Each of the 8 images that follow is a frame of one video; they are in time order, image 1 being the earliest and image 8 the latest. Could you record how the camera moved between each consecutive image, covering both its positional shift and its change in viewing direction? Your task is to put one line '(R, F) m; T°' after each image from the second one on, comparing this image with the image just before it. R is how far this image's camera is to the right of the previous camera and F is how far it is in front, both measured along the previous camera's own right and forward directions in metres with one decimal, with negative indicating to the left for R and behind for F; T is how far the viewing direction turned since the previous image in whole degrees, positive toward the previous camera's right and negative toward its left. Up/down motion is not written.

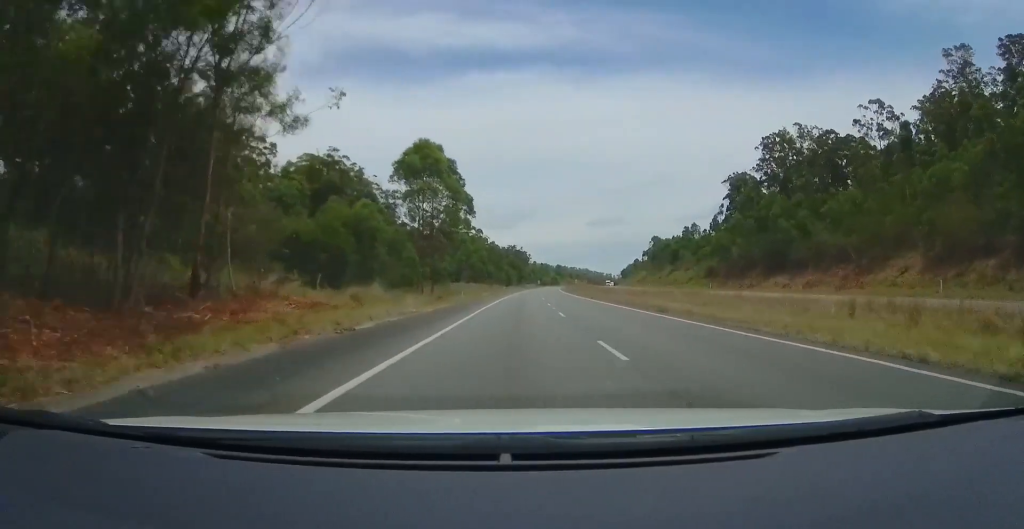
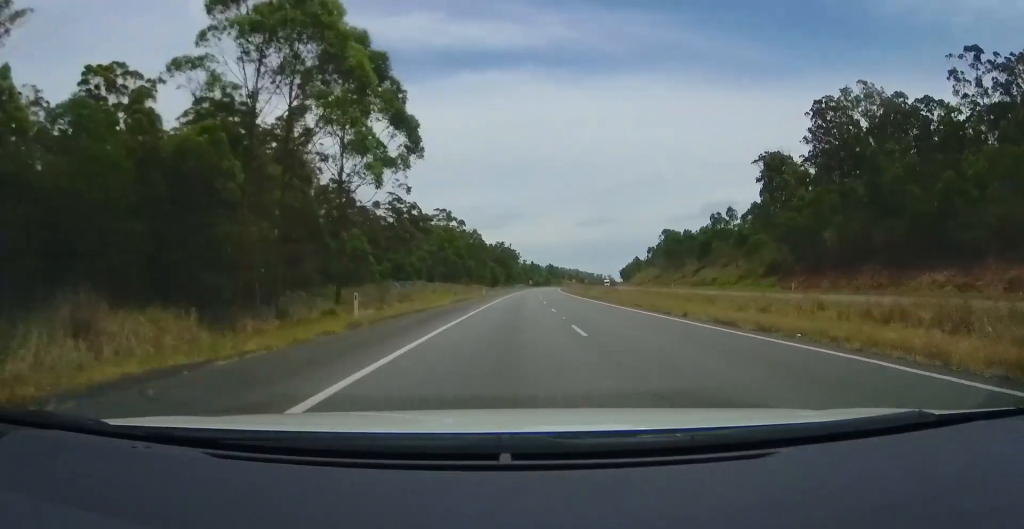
(+0.4, +31.7) m; +1°
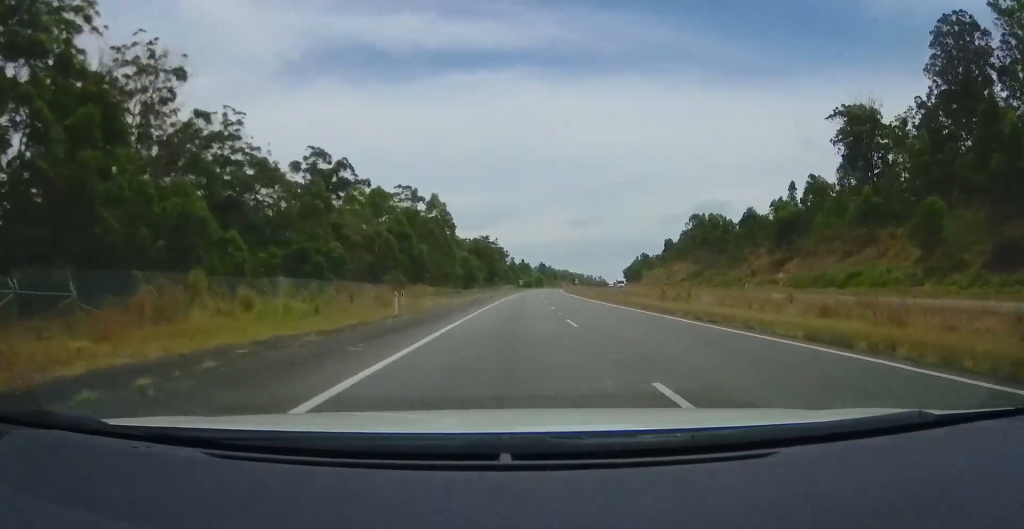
(+0.3, +46.0) m; +1°
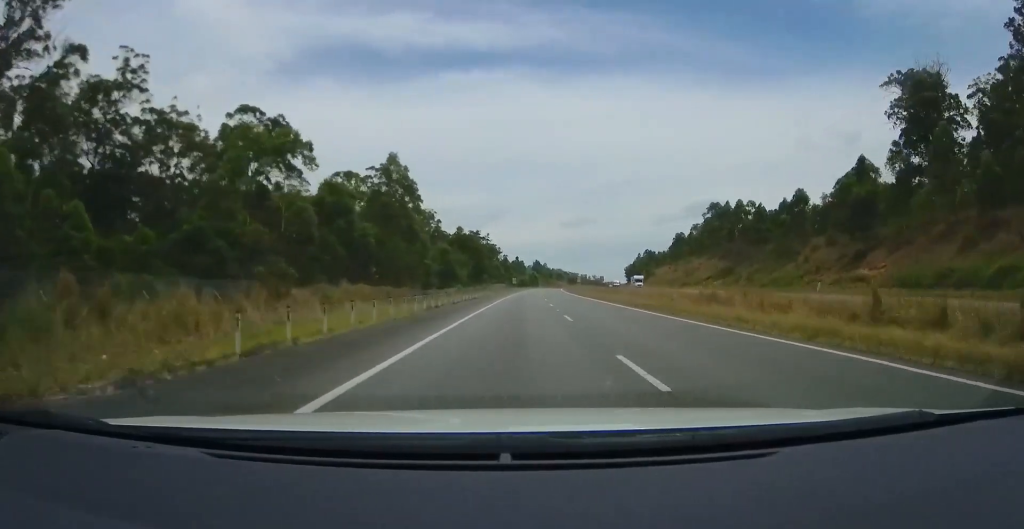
(+0.3, +21.3) m; +1°
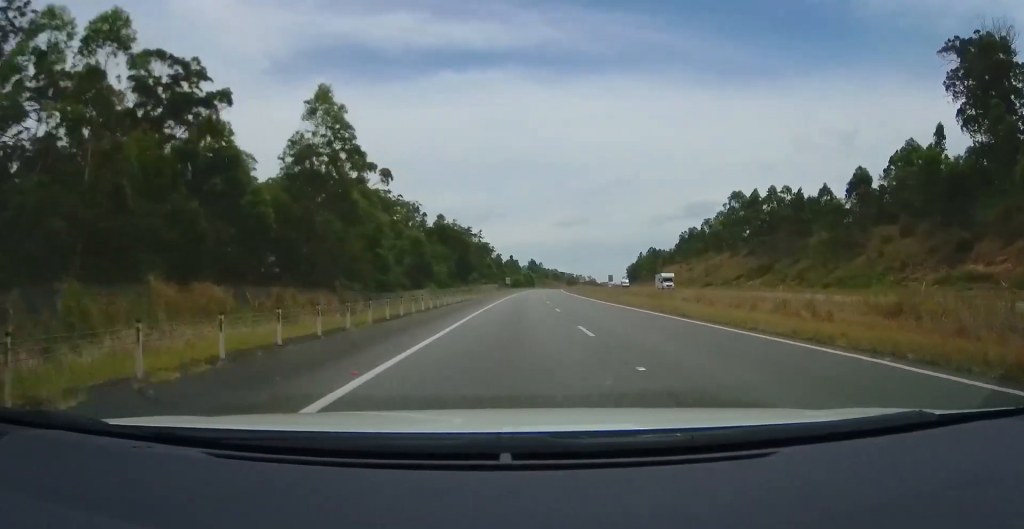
(+0.1, +17.8) m; +1°
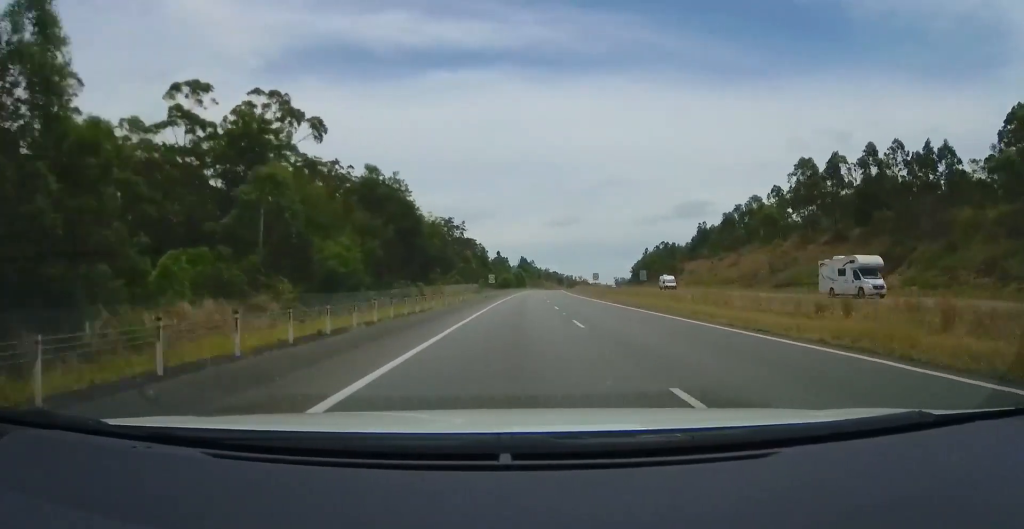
(+0.3, +33.4) m; +1°
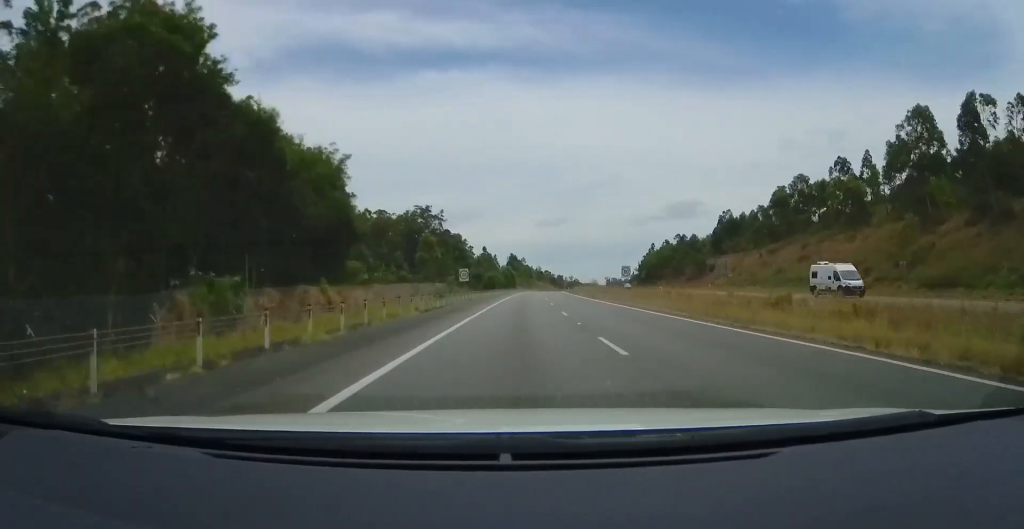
(+0.2, +31.1) m; 0°
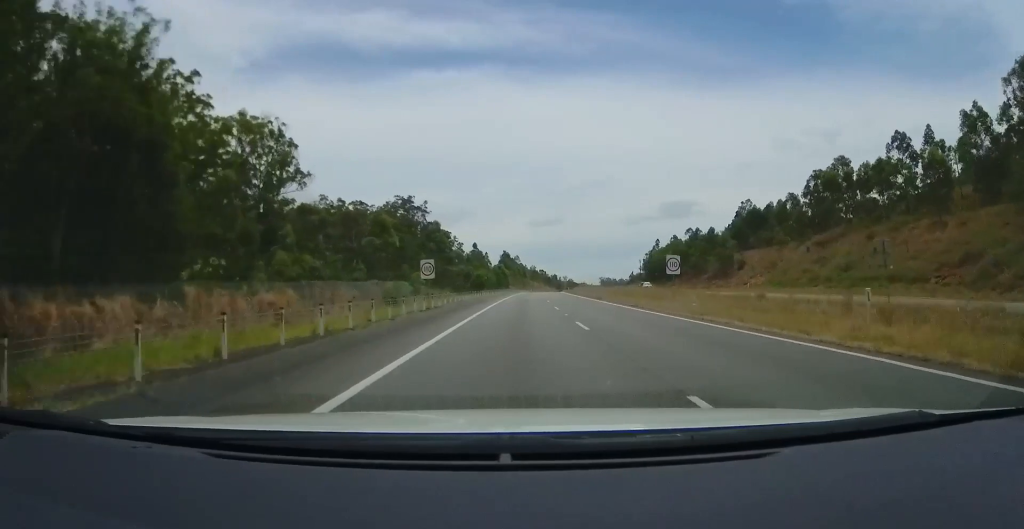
(0.0, +19.1) m; 0°
